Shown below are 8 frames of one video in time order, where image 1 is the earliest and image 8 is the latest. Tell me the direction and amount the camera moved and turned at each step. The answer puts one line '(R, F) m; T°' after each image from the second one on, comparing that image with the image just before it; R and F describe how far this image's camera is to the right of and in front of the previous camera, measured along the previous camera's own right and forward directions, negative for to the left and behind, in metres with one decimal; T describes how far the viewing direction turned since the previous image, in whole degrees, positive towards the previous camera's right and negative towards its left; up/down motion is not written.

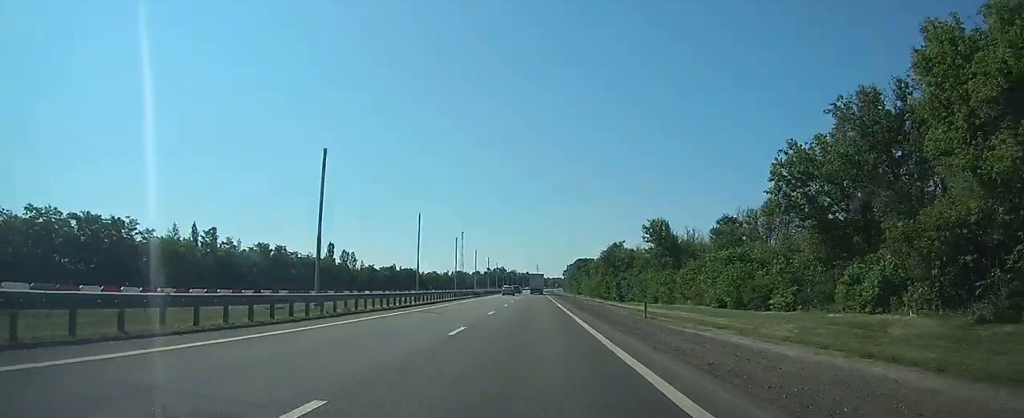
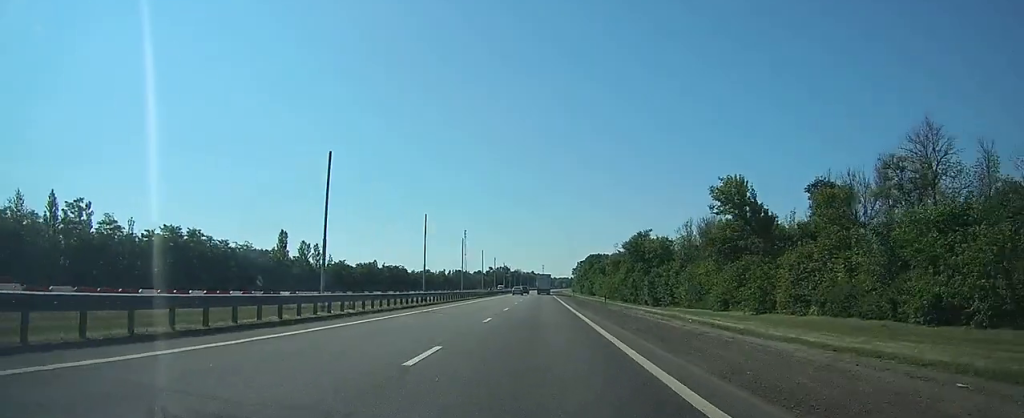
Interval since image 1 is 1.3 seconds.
(+0.1, +29.9) m; 0°
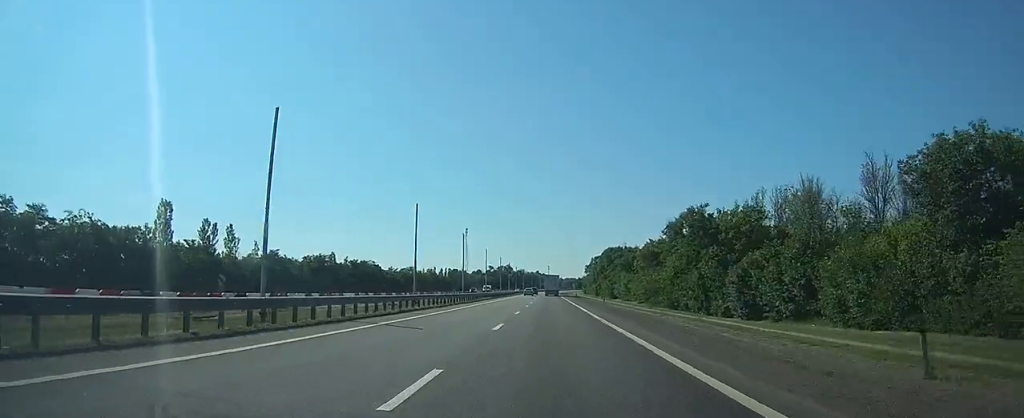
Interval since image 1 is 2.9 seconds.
(-0.3, +38.9) m; 0°
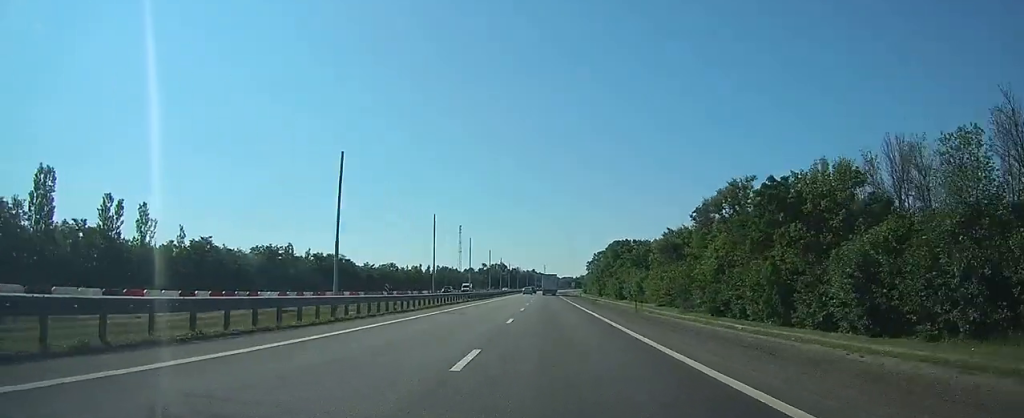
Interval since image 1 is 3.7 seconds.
(0.0, +20.8) m; 0°
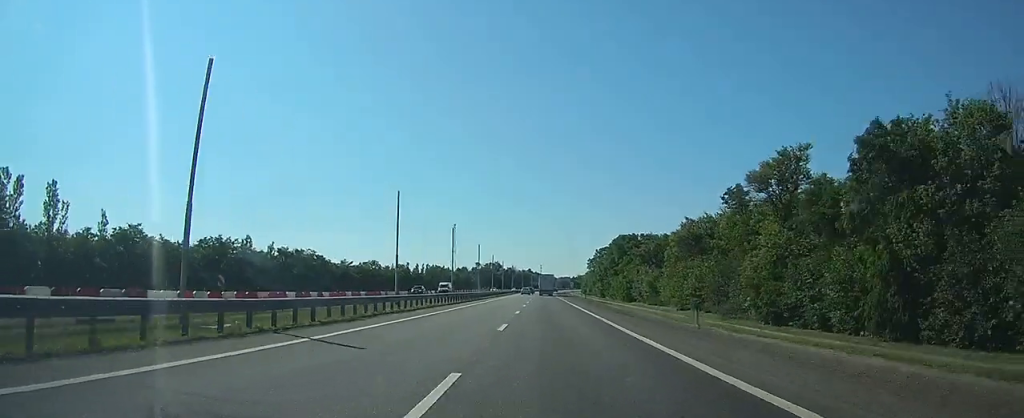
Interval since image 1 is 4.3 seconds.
(0.0, +15.2) m; 0°
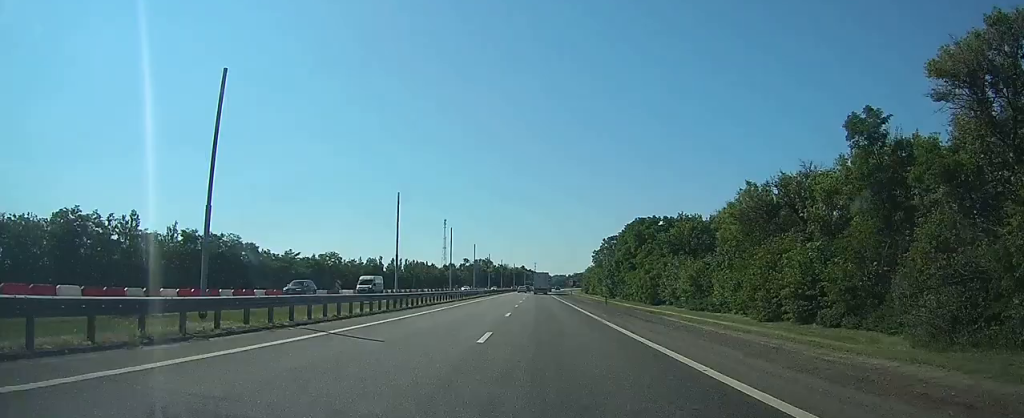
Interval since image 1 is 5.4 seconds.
(+0.1, +28.2) m; 0°
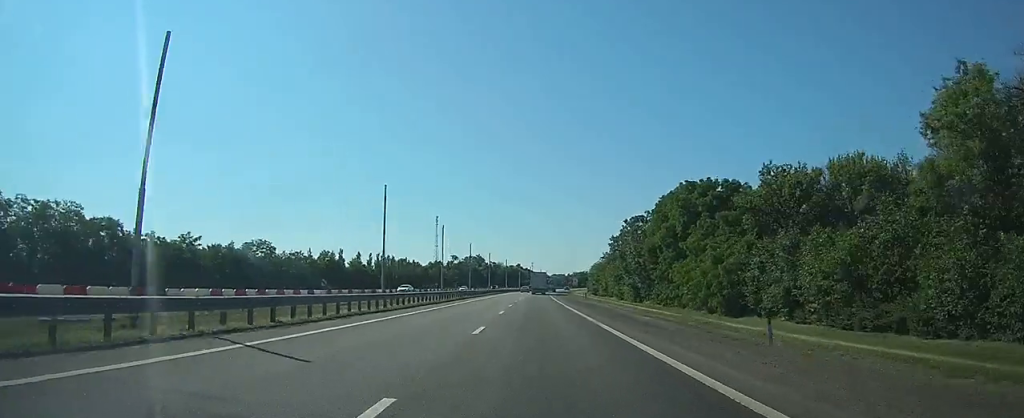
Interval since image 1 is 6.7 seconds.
(+0.1, +33.7) m; 0°
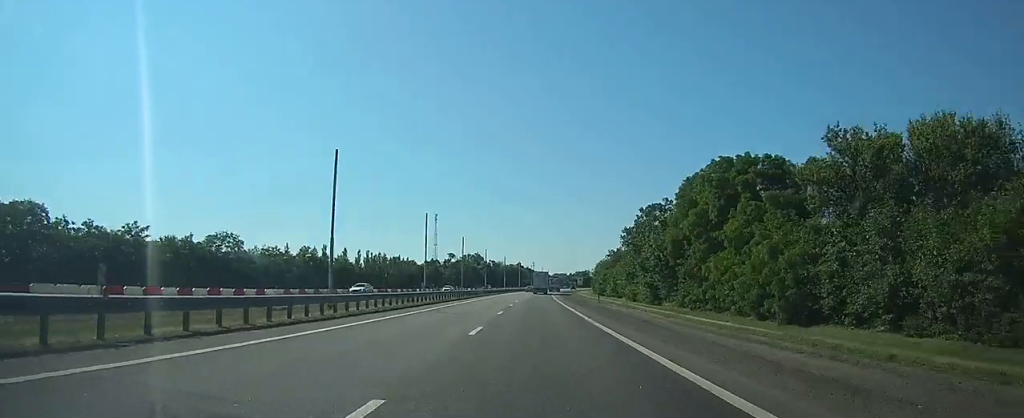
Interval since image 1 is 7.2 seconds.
(0.0, +12.1) m; 0°
